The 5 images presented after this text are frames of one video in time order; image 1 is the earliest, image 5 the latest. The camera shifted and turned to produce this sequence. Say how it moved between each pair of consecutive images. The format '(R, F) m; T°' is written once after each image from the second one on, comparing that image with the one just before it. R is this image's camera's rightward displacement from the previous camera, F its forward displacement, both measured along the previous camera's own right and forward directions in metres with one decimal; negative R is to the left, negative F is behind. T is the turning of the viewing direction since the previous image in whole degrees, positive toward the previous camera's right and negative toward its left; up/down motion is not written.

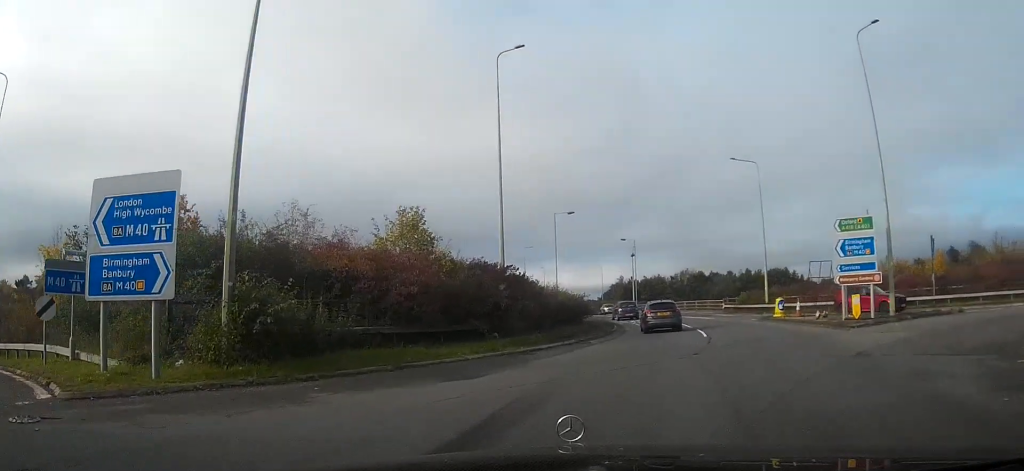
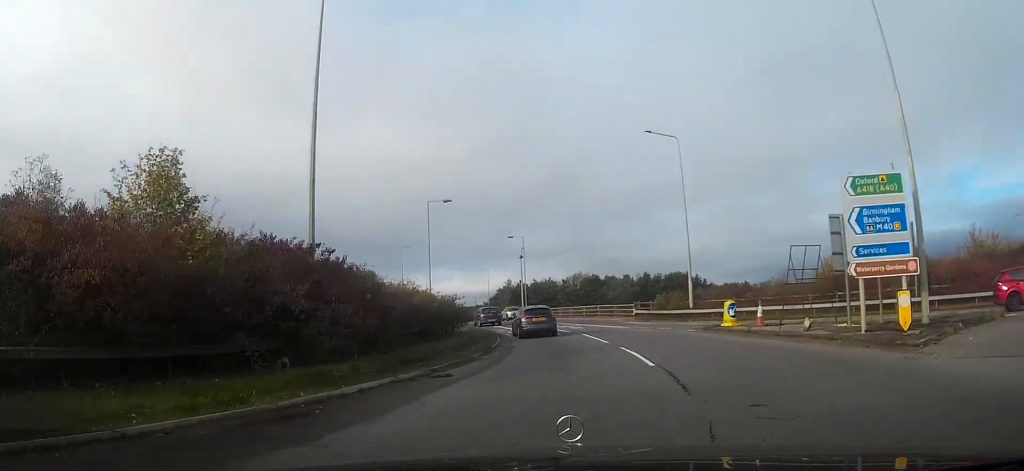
(+1.3, +9.7) m; +10°
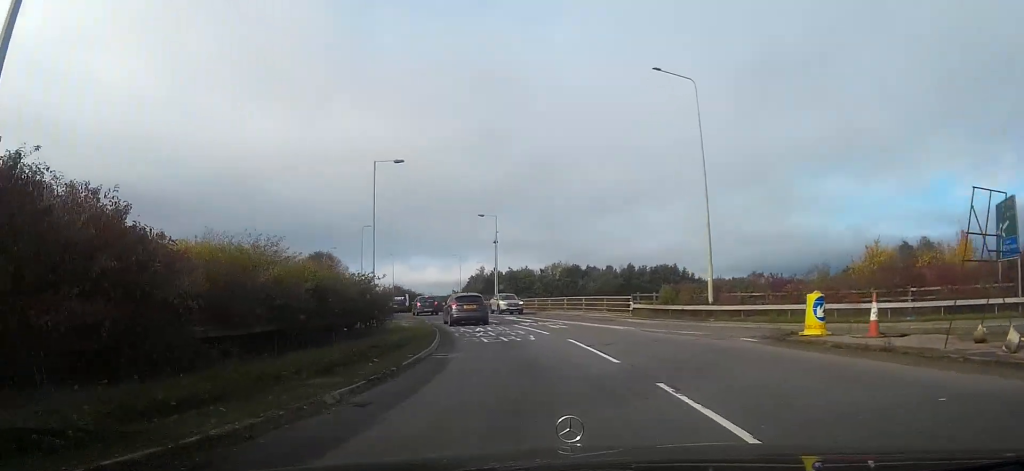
(+0.6, +10.4) m; +1°
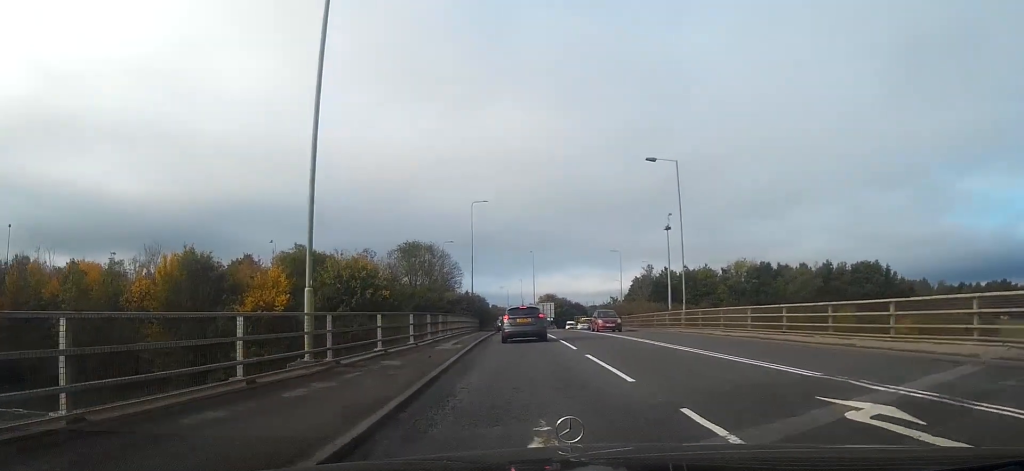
(-2.4, +28.7) m; -13°
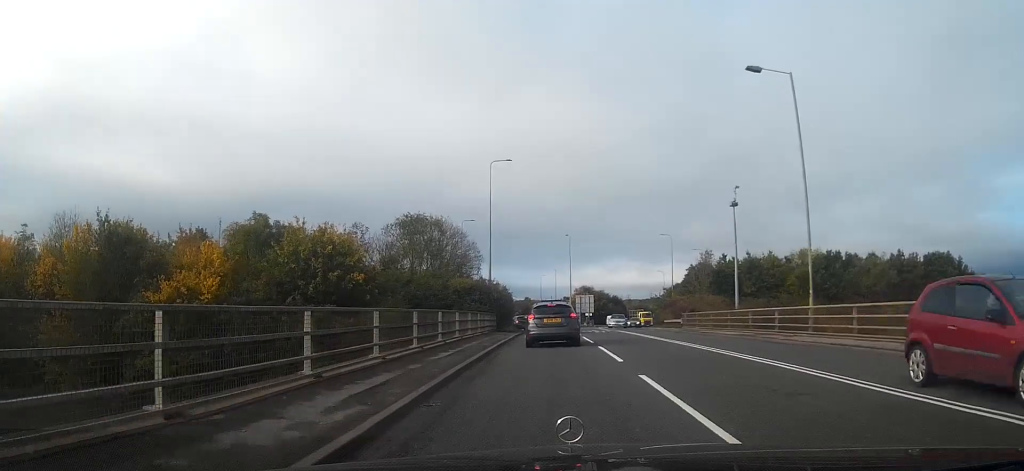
(-1.6, +14.2) m; -7°
